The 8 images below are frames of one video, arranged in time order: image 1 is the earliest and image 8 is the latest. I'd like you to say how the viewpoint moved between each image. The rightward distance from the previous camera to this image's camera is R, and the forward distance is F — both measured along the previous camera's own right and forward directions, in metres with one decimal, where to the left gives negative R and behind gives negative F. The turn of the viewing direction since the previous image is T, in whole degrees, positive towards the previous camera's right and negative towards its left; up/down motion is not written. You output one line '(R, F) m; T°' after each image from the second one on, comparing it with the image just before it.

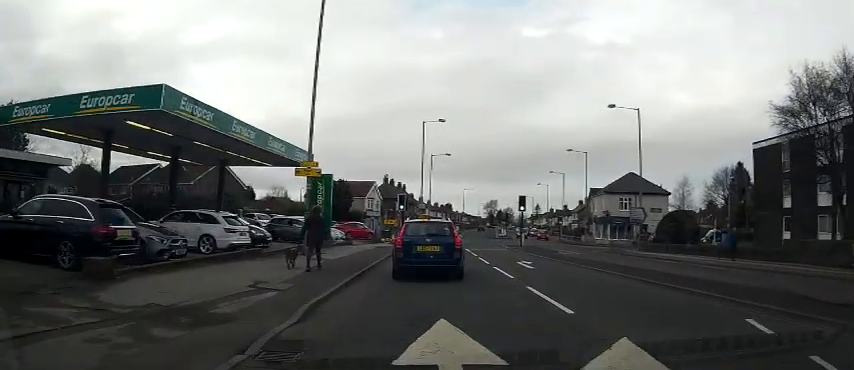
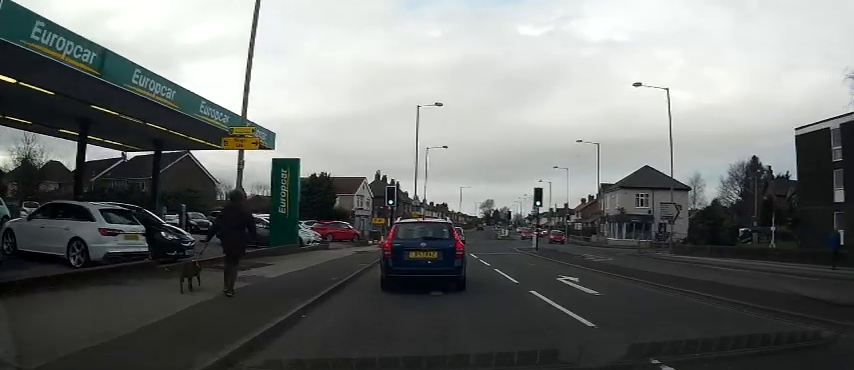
(+0.2, +6.8) m; +1°
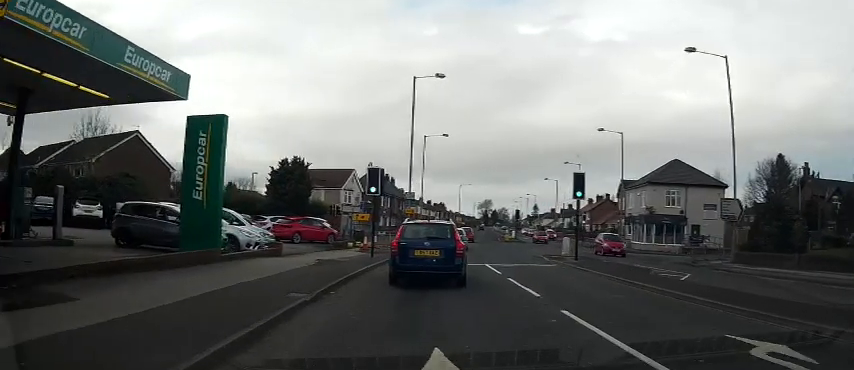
(+0.1, +8.7) m; +3°
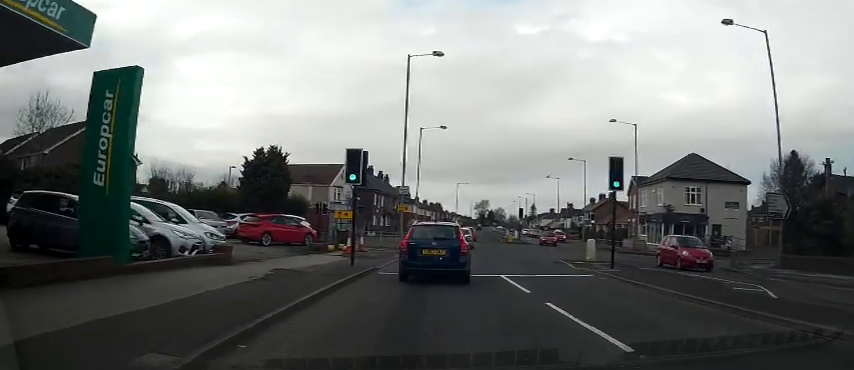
(+0.1, +4.5) m; +1°
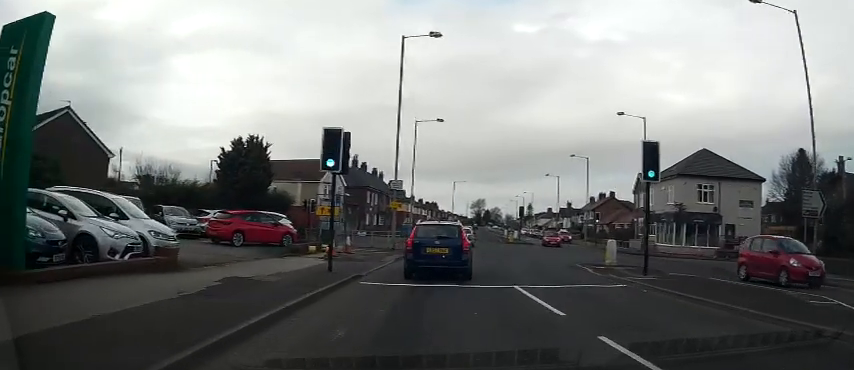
(+0.1, +2.9) m; -1°
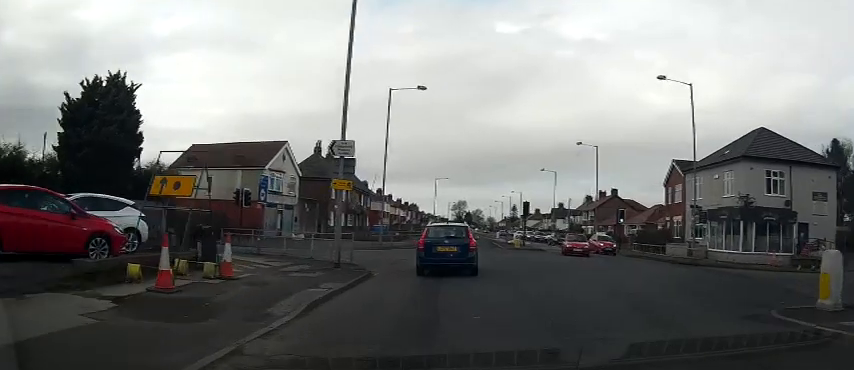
(0.0, +11.9) m; +2°
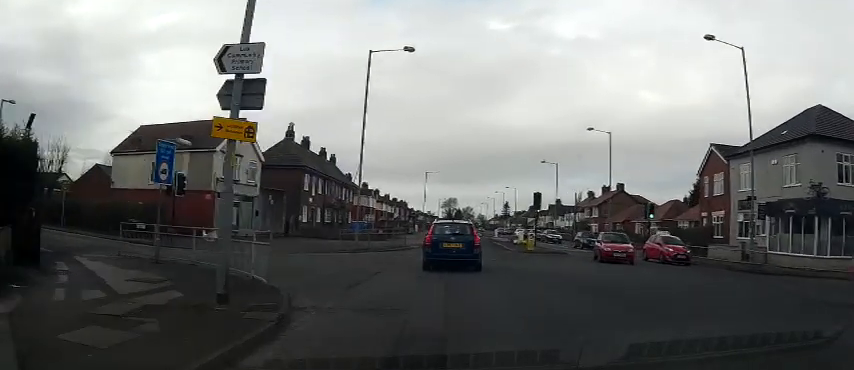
(+0.3, +8.0) m; +1°
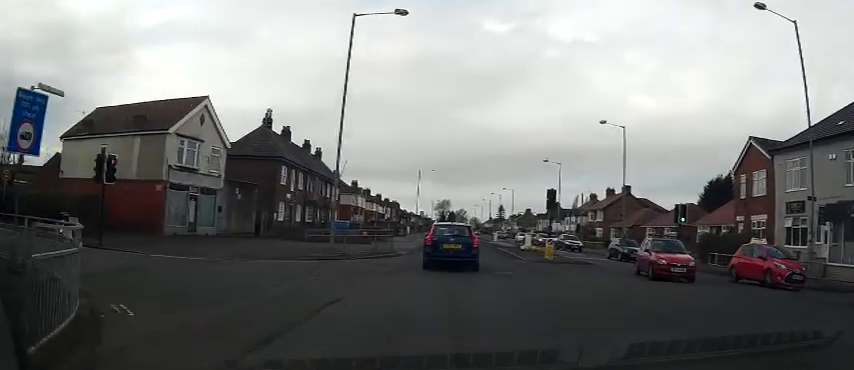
(-0.2, +5.8) m; -2°
